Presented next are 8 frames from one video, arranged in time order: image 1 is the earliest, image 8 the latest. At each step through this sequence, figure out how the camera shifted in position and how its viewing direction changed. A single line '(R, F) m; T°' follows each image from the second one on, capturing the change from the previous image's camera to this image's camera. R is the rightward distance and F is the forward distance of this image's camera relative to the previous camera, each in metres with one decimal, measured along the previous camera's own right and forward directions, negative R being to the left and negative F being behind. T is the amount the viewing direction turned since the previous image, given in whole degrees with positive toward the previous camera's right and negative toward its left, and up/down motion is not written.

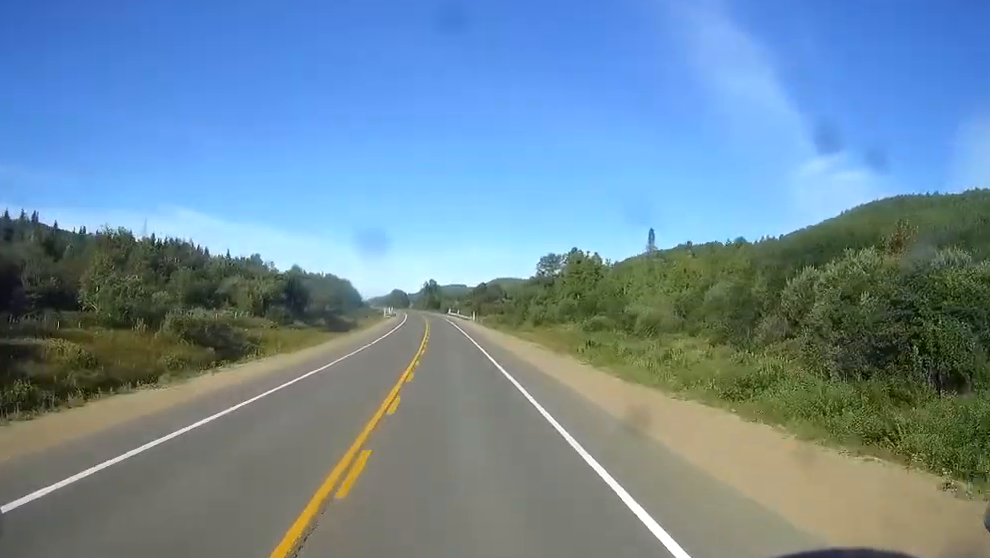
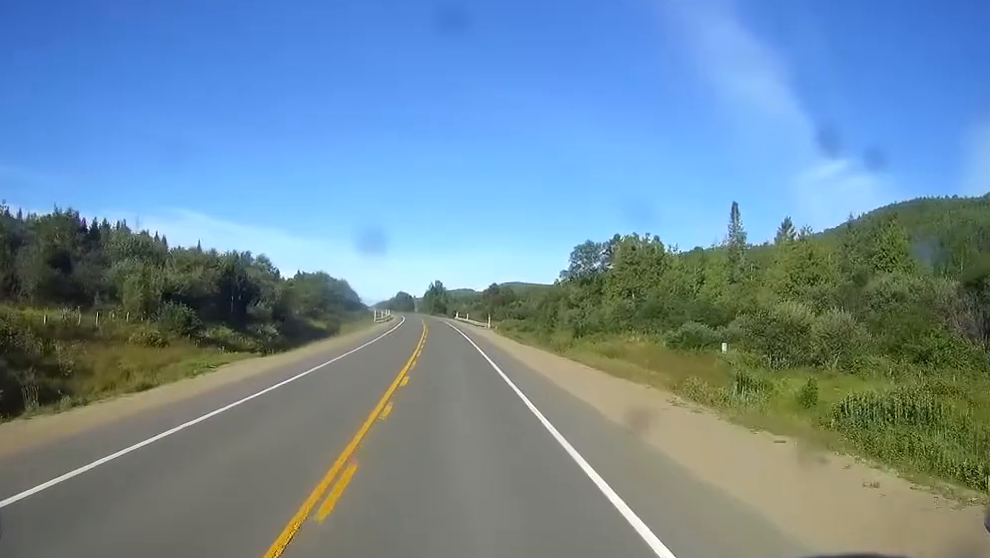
(0.0, +37.1) m; 0°
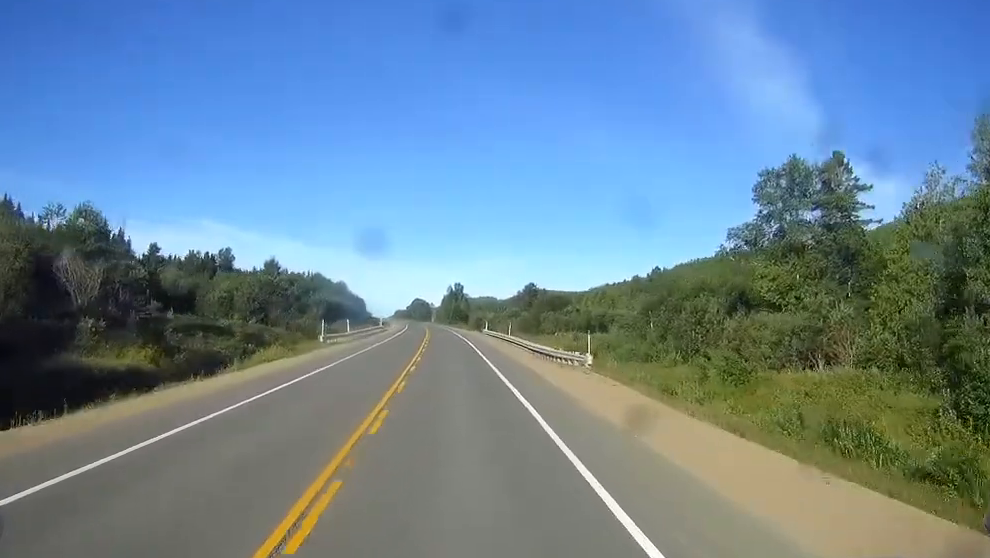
(-0.9, +72.7) m; -1°
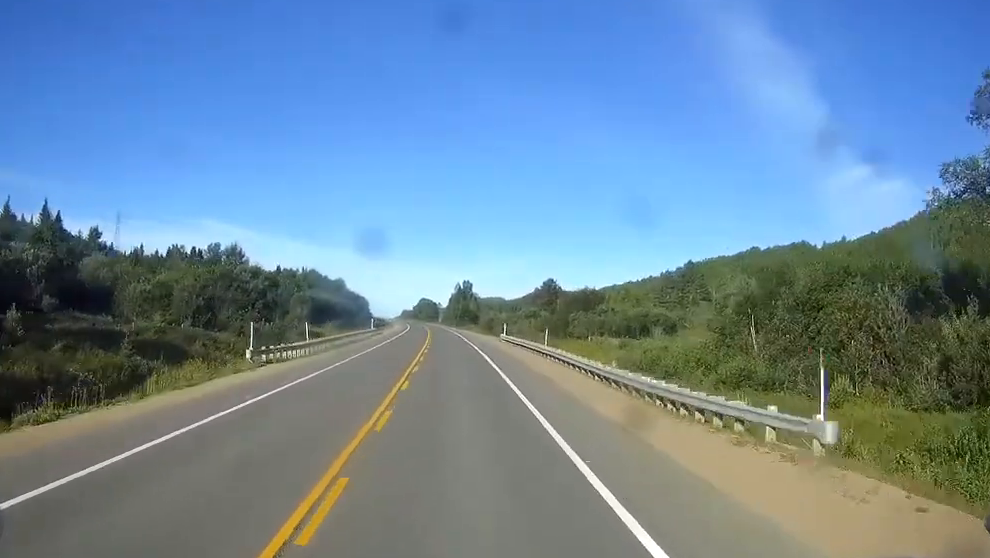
(-0.1, +26.6) m; 0°
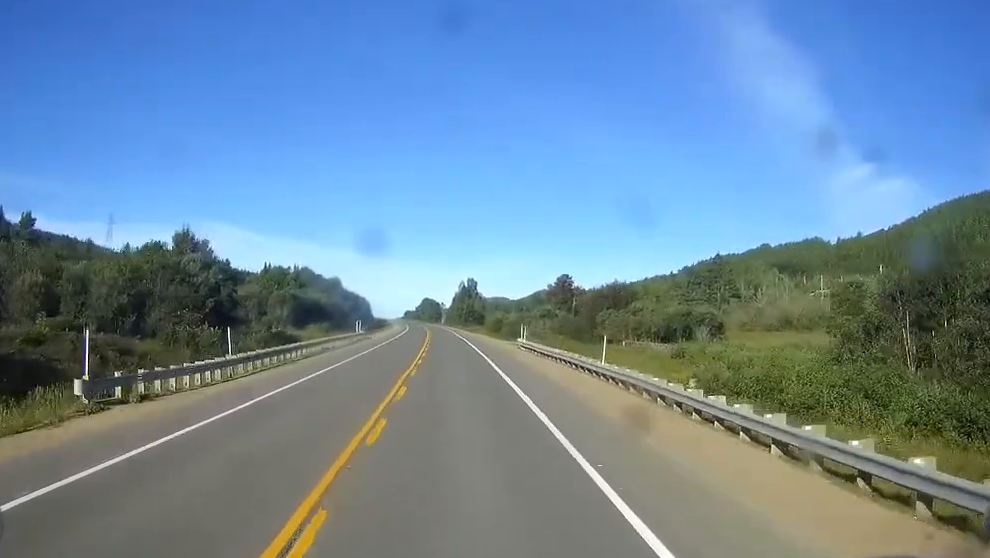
(0.0, +20.2) m; -1°
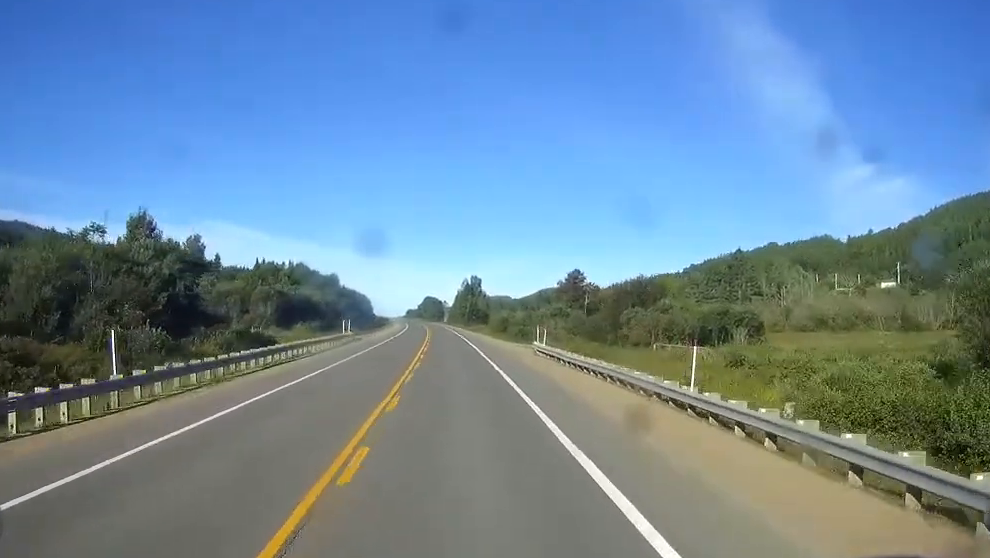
(-0.1, +12.9) m; -1°
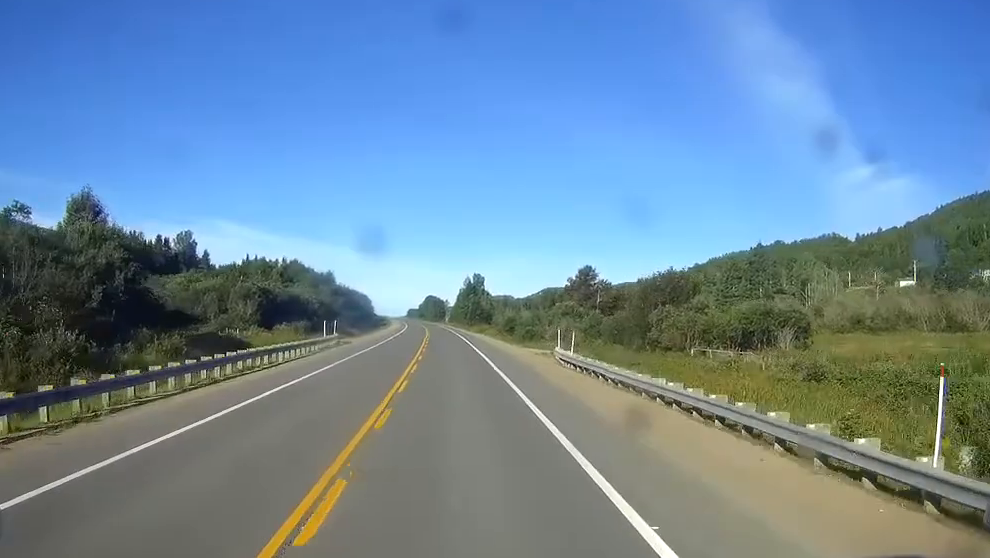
(0.0, +12.0) m; 0°
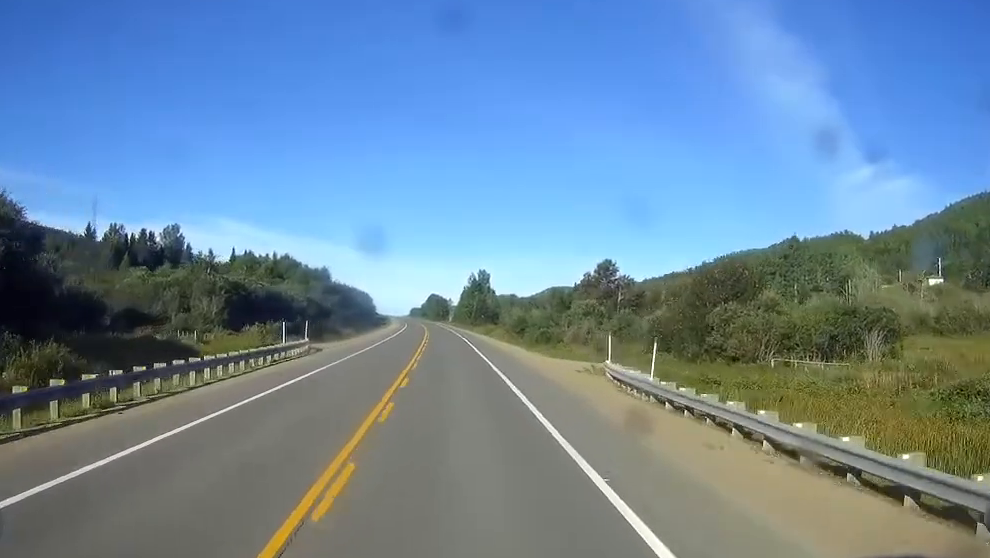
(-0.1, +16.6) m; 0°
